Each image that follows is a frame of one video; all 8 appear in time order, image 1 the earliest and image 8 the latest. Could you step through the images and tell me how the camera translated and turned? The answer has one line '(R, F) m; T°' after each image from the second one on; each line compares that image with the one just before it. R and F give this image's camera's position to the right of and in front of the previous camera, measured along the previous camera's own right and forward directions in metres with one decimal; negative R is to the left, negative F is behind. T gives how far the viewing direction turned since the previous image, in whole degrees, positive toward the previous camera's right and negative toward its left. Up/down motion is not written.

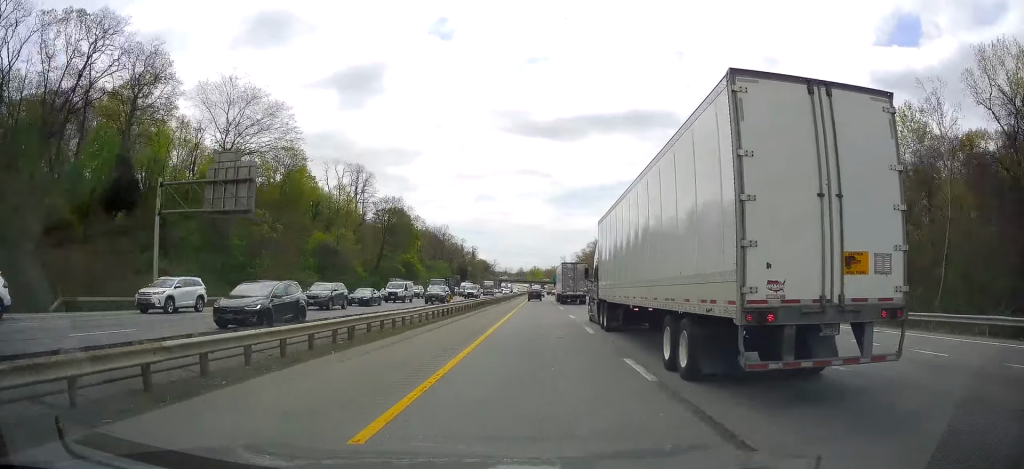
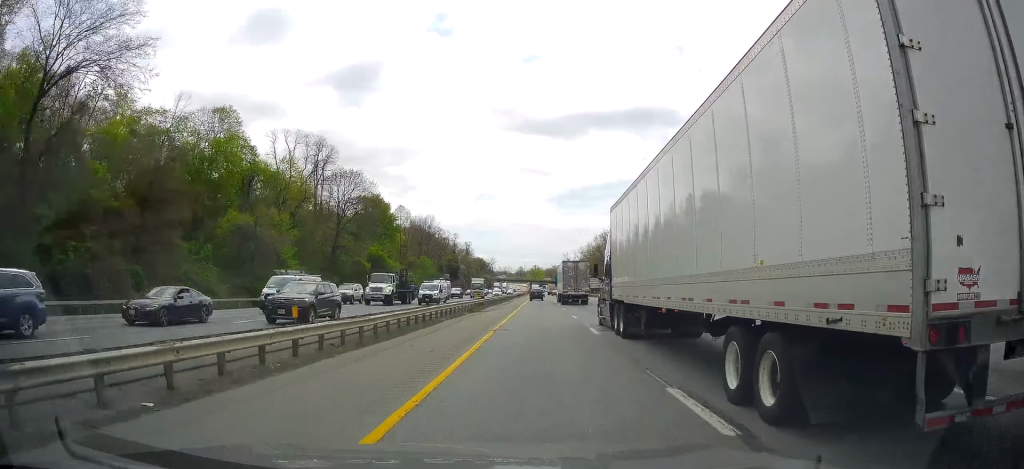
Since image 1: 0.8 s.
(-0.2, +26.1) m; -1°
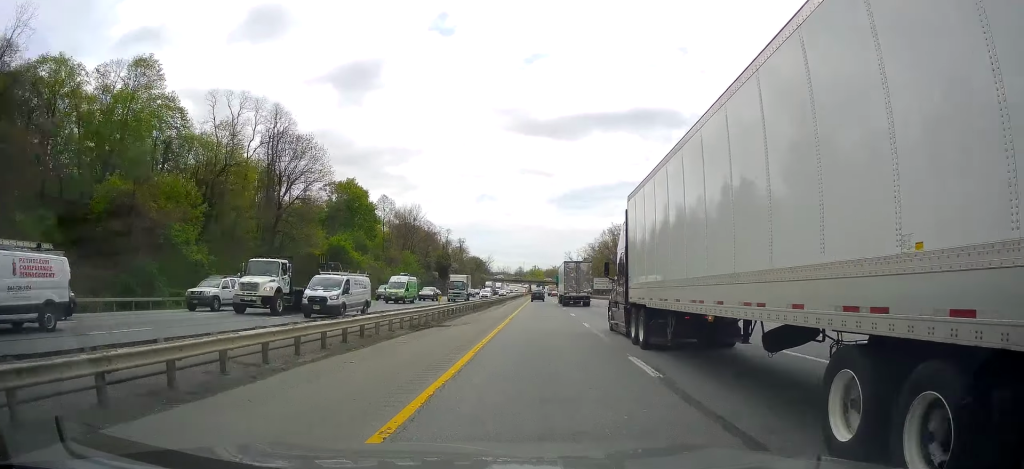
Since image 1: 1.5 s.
(-0.1, +20.9) m; 0°
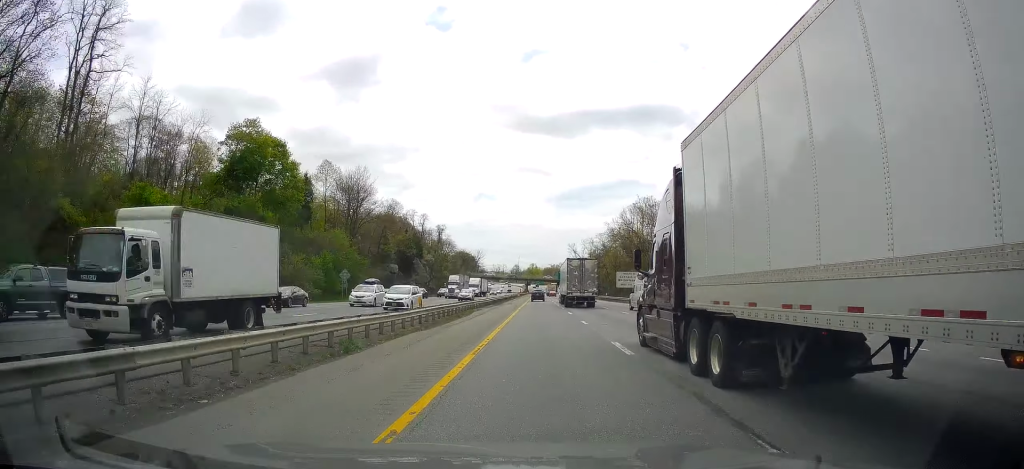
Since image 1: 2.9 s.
(+0.1, +45.0) m; +1°
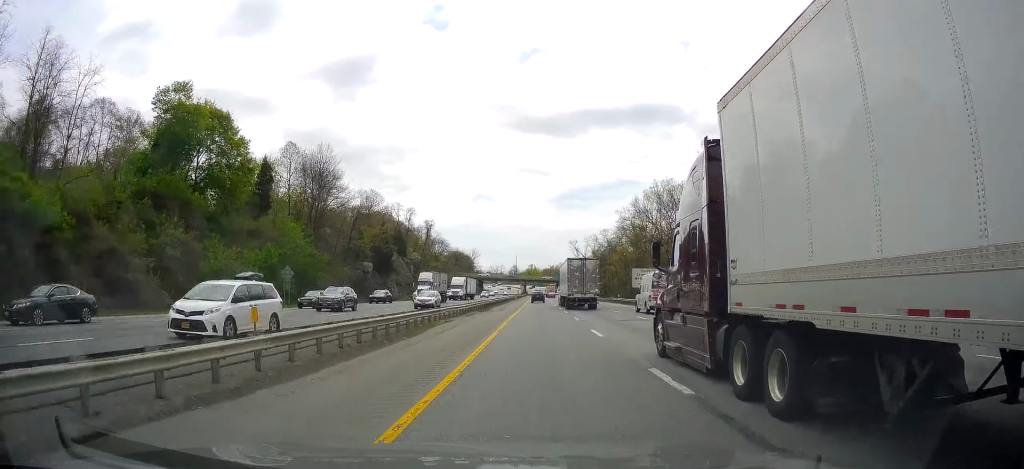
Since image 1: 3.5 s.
(+0.1, +17.9) m; 0°
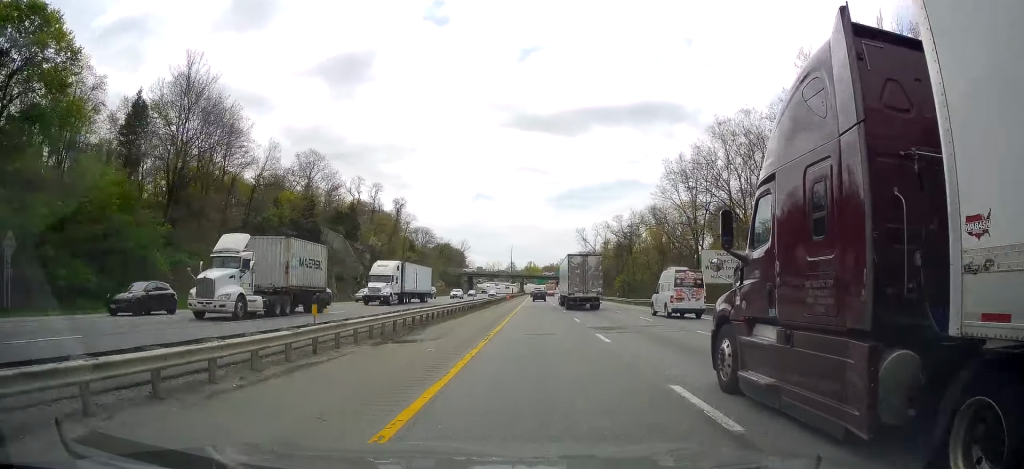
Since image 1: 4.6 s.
(0.0, +35.9) m; 0°
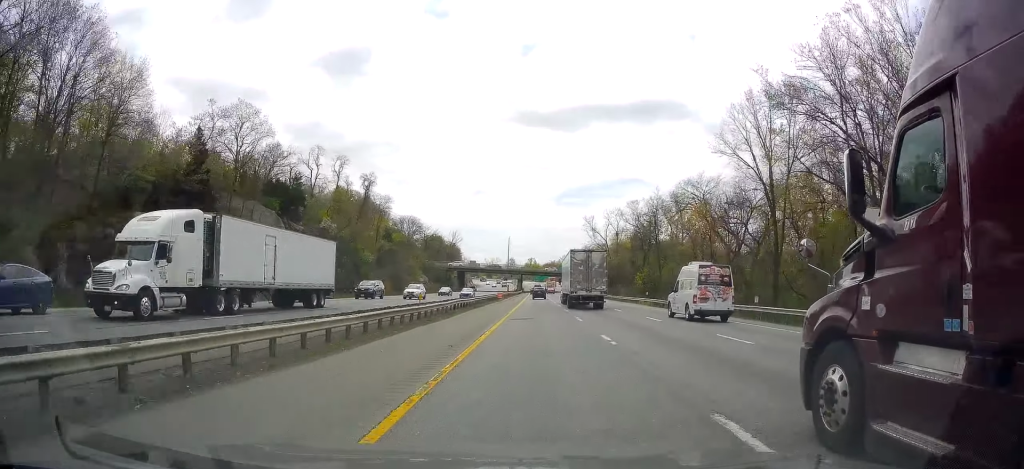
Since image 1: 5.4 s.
(-0.2, +25.4) m; 0°
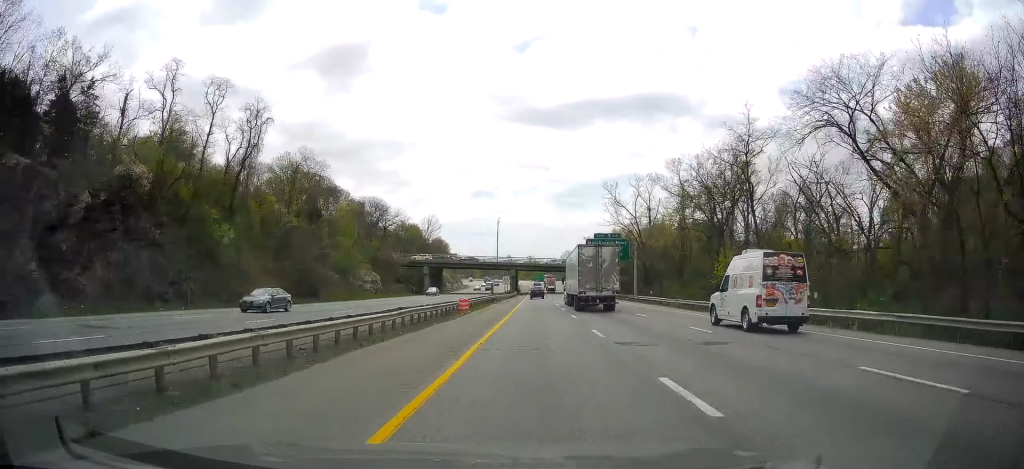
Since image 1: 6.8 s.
(+0.3, +44.9) m; 0°
